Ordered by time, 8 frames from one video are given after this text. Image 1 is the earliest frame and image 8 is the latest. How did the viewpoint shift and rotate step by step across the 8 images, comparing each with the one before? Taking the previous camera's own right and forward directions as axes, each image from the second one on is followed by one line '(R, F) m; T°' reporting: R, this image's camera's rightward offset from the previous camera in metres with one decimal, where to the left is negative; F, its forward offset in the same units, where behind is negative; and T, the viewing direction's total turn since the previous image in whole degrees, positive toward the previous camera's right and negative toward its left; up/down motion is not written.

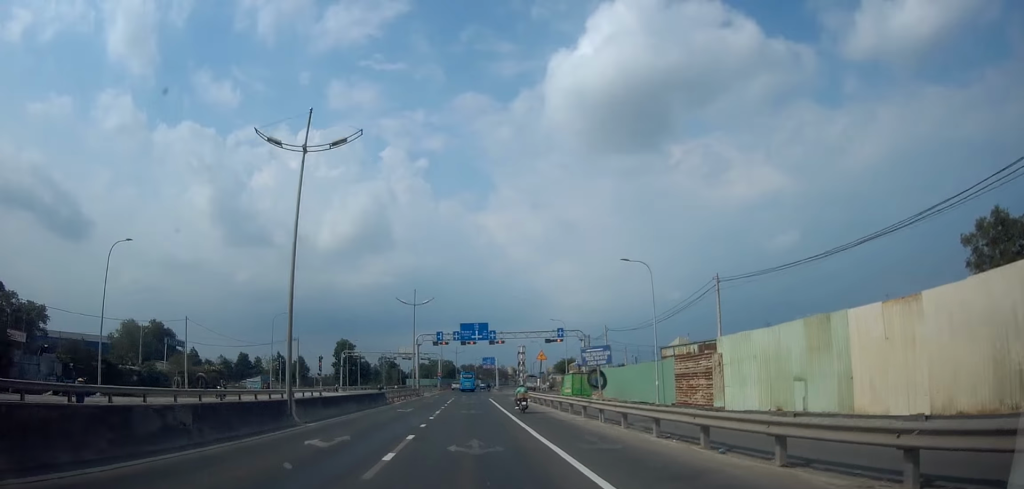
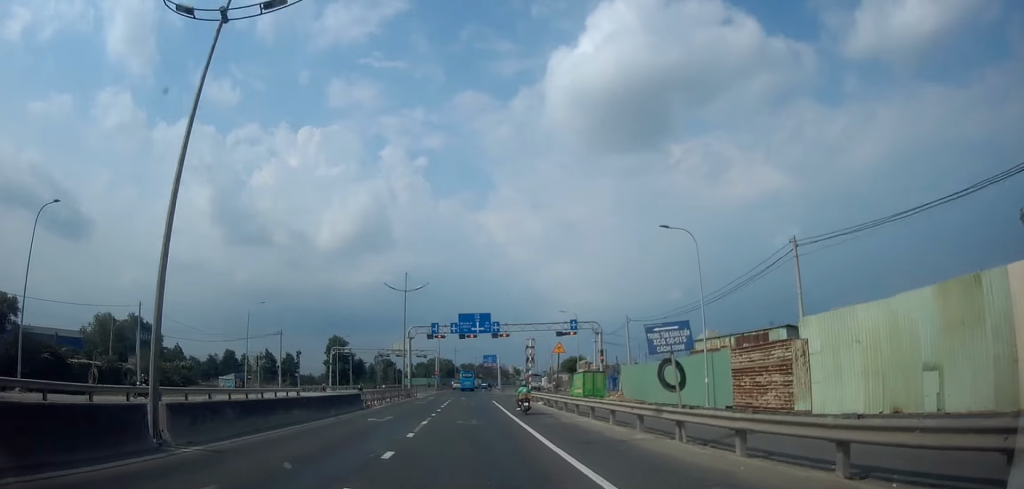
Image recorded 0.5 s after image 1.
(0.0, +7.7) m; 0°
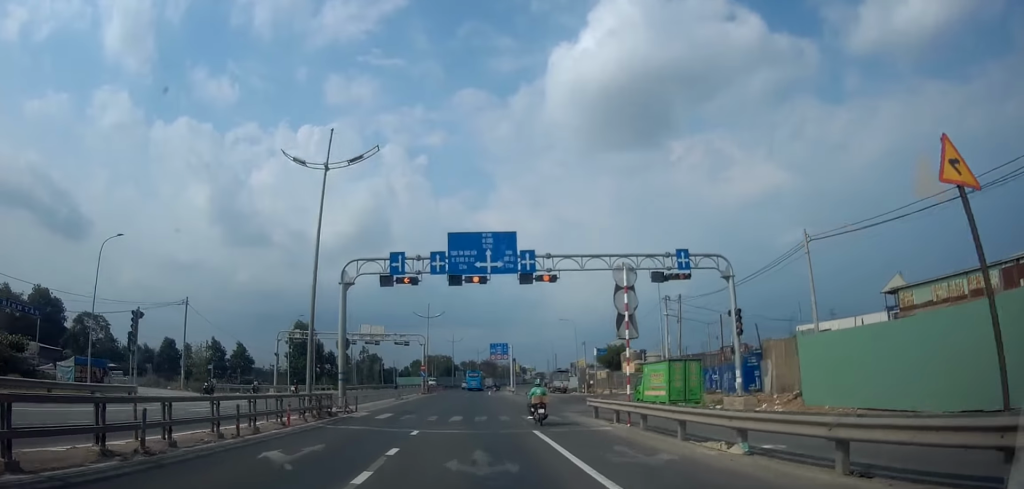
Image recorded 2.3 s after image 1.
(+0.1, +27.1) m; 0°
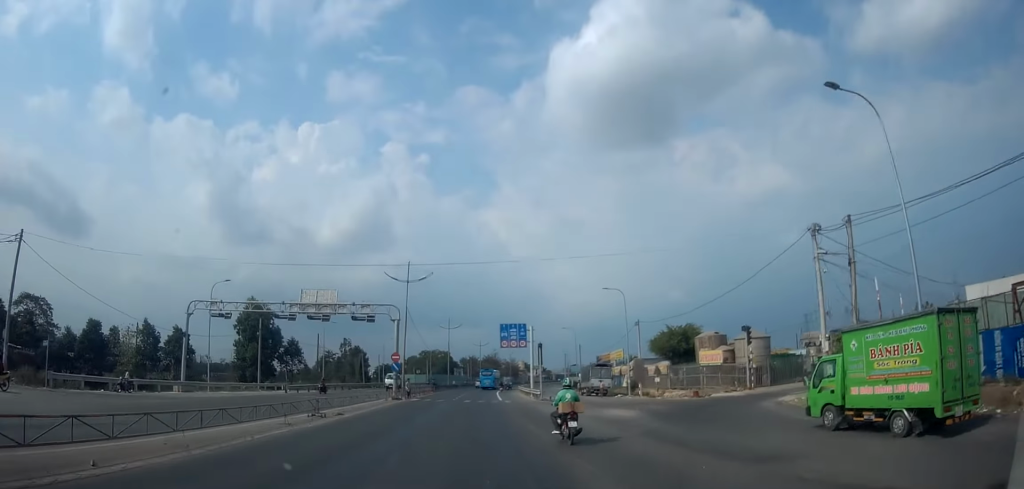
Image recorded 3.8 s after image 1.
(0.0, +22.6) m; 0°
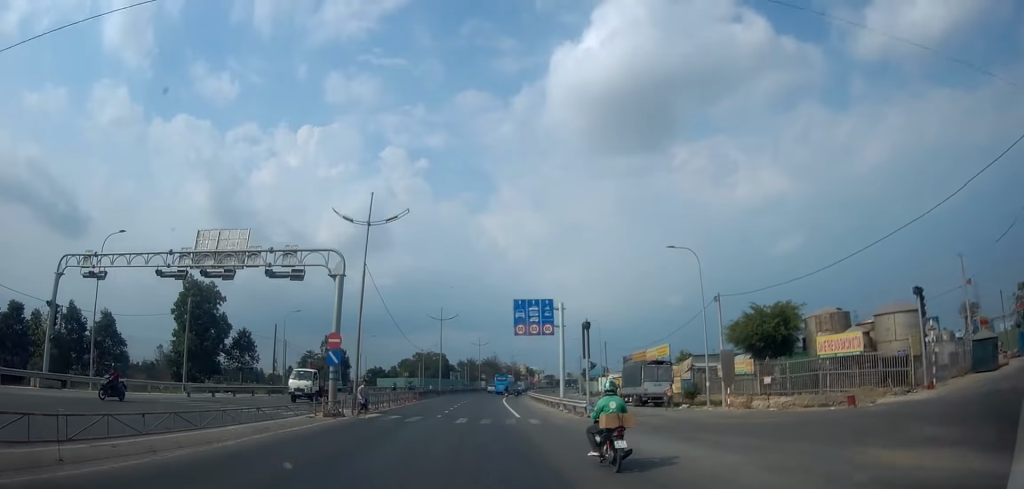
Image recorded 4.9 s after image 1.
(+0.1, +16.5) m; 0°
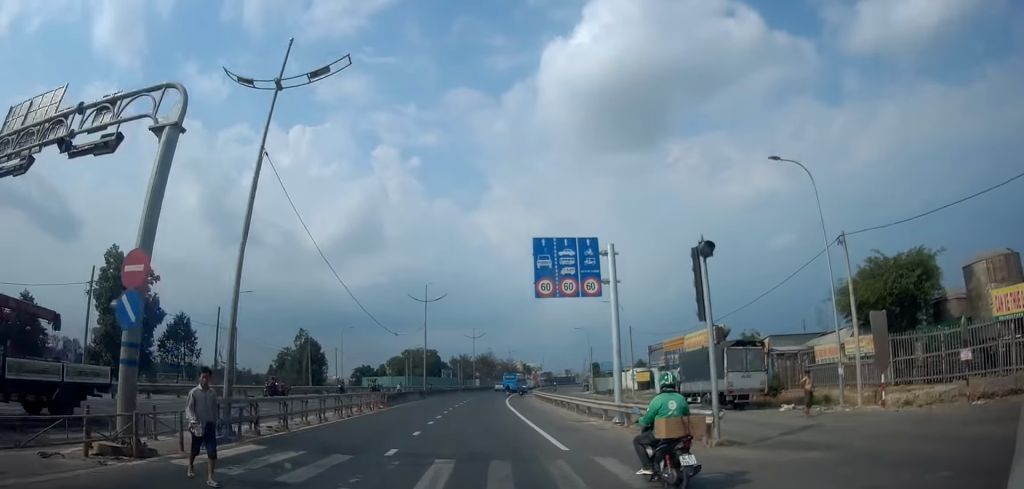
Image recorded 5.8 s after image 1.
(0.0, +13.5) m; 0°
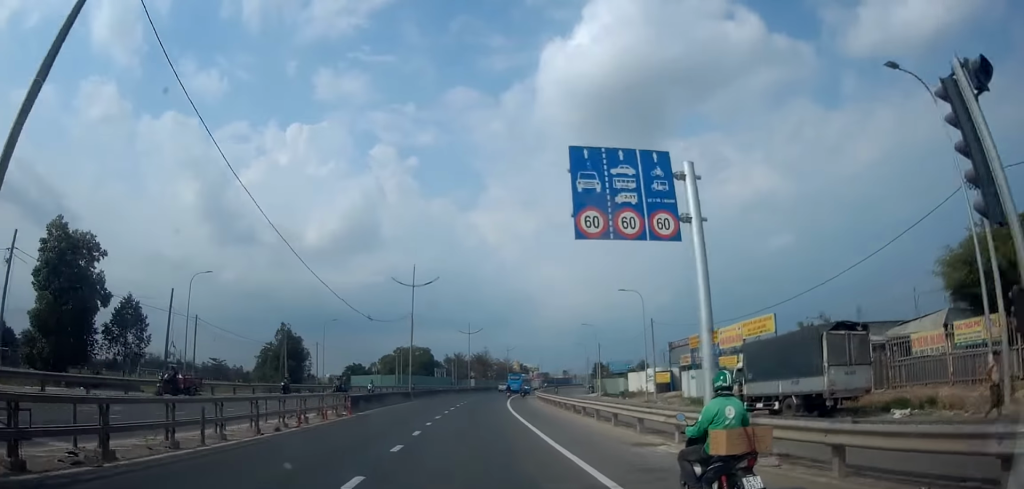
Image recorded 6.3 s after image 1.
(0.0, +7.6) m; +1°
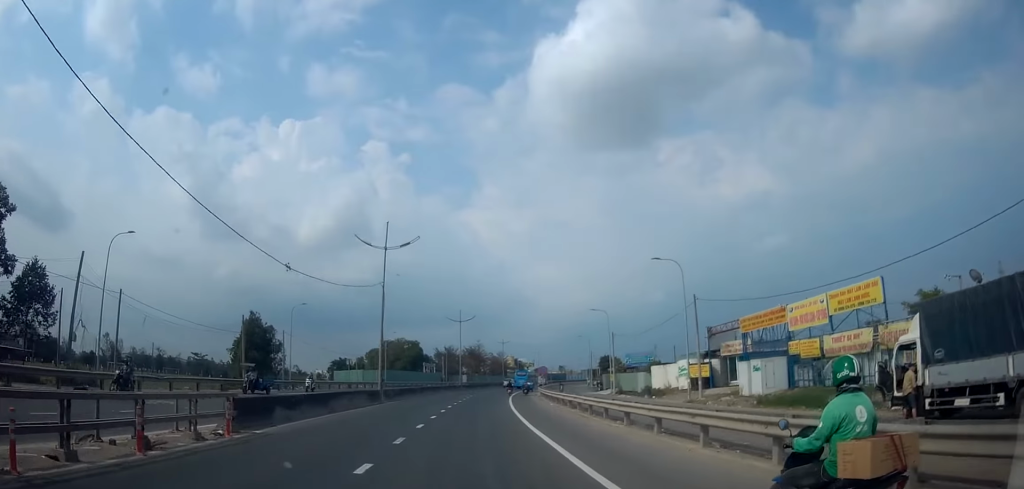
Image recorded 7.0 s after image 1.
(0.0, +10.5) m; +2°
